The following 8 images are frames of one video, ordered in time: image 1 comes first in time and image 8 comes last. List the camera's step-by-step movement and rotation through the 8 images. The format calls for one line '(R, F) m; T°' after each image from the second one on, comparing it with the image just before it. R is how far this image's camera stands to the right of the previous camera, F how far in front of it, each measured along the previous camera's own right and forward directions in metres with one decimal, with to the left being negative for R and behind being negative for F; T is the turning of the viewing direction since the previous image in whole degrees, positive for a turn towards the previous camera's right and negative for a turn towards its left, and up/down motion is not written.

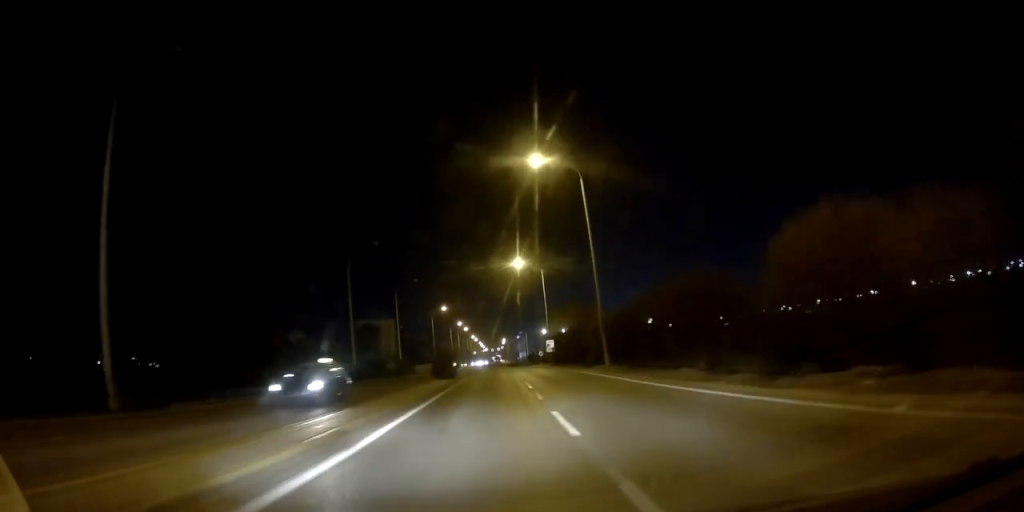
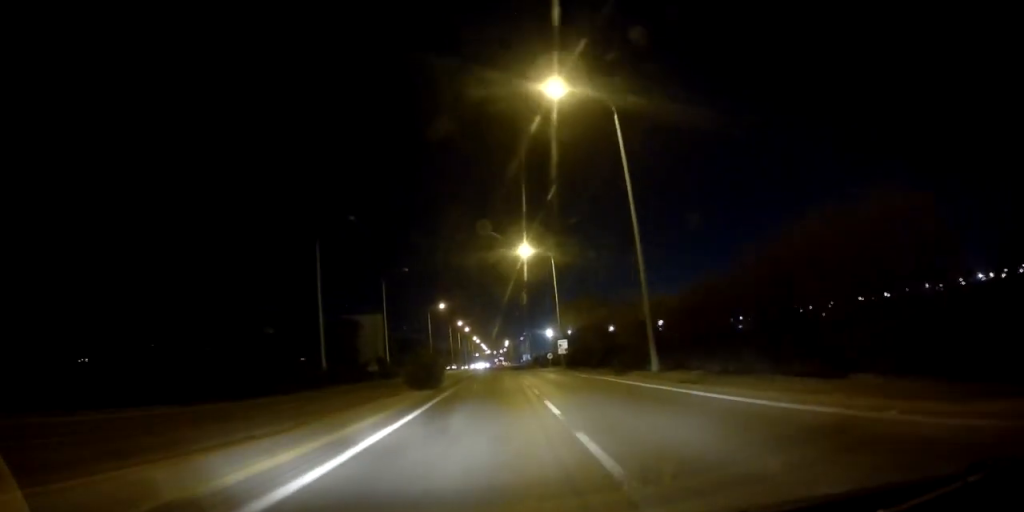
(+0.1, +10.1) m; 0°
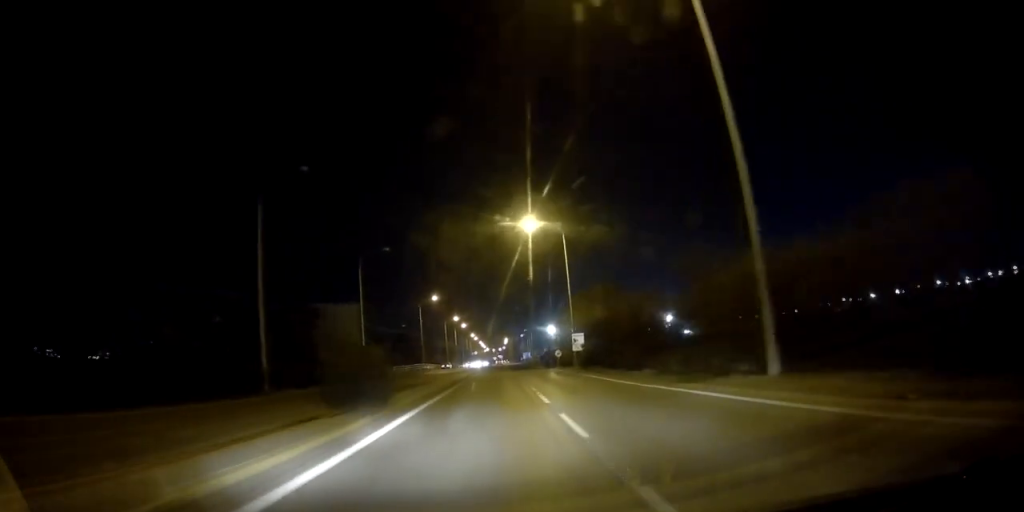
(+0.2, +11.1) m; +1°
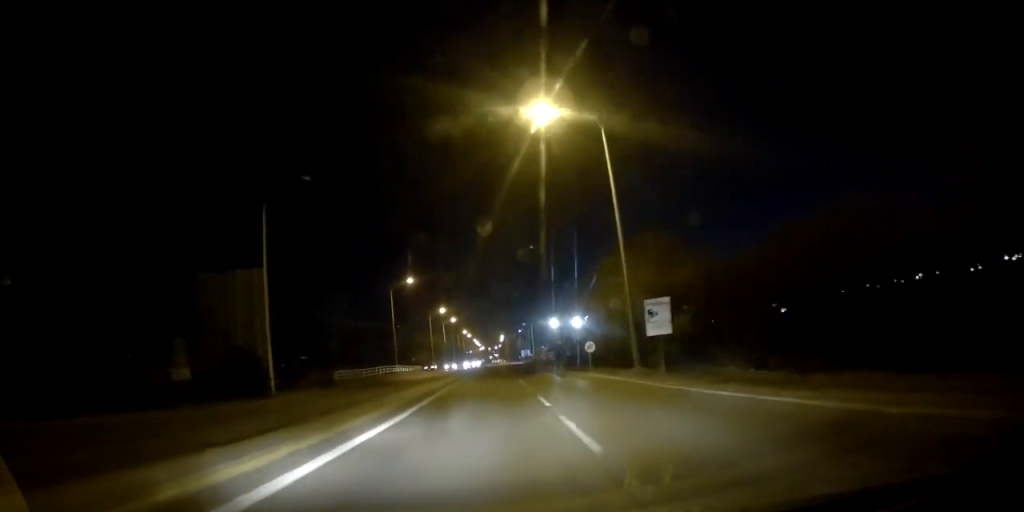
(0.0, +22.8) m; -2°
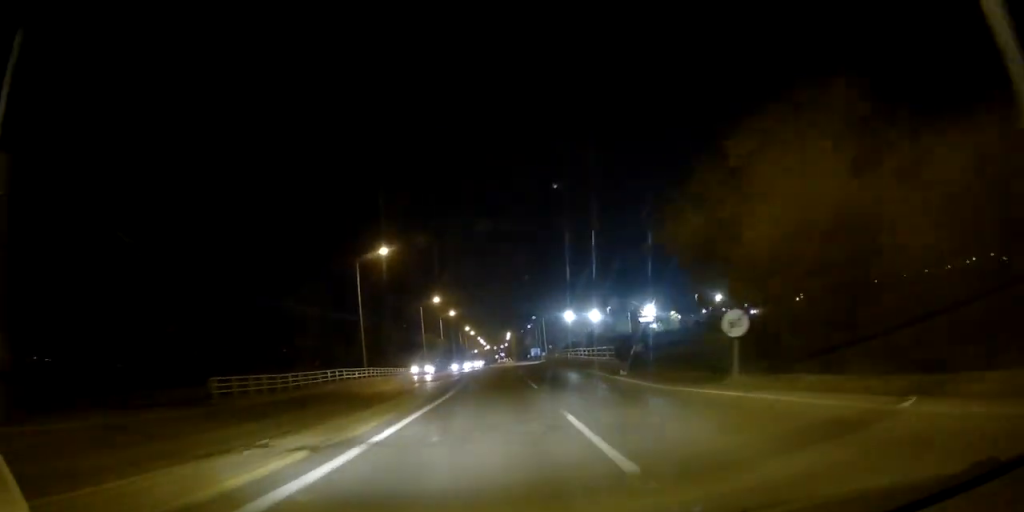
(-0.6, +22.6) m; 0°
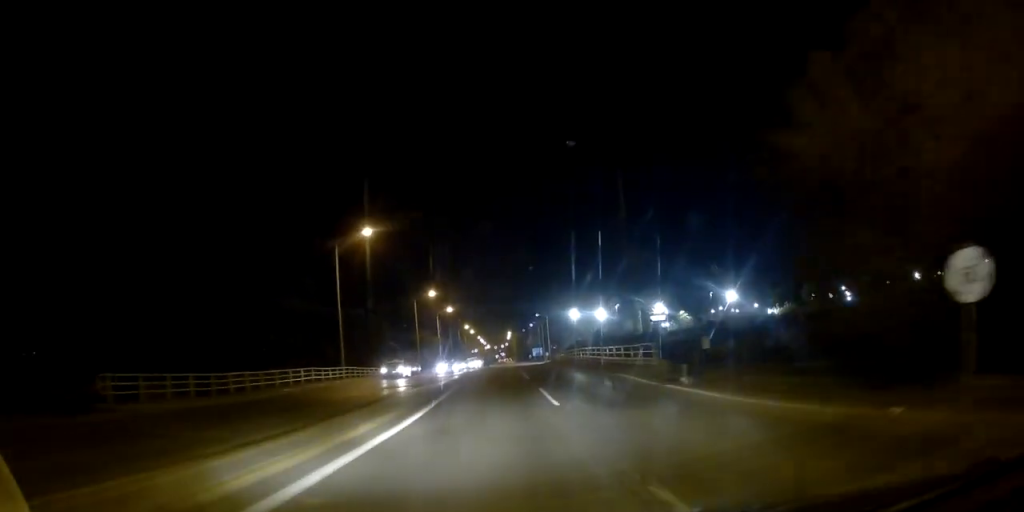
(+0.2, +9.0) m; +1°
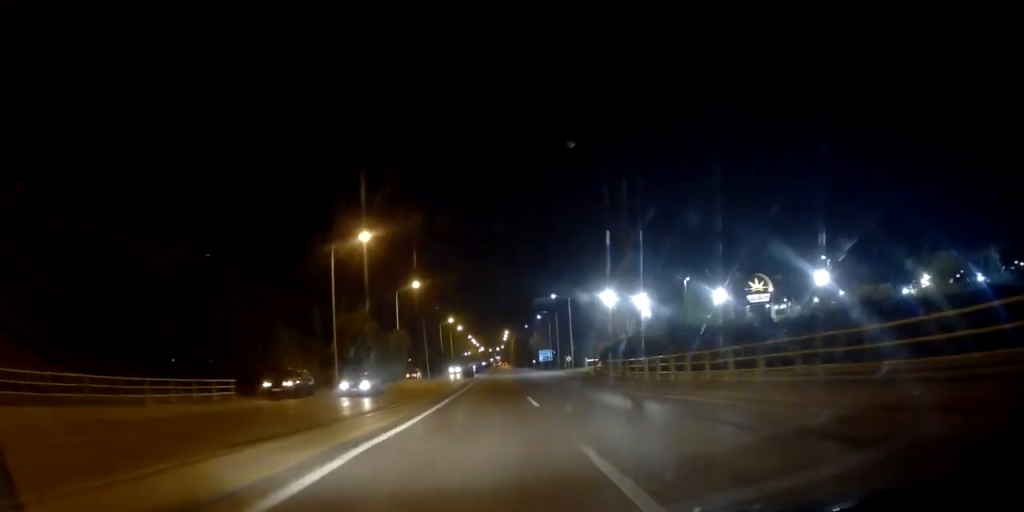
(+0.2, +42.2) m; -1°
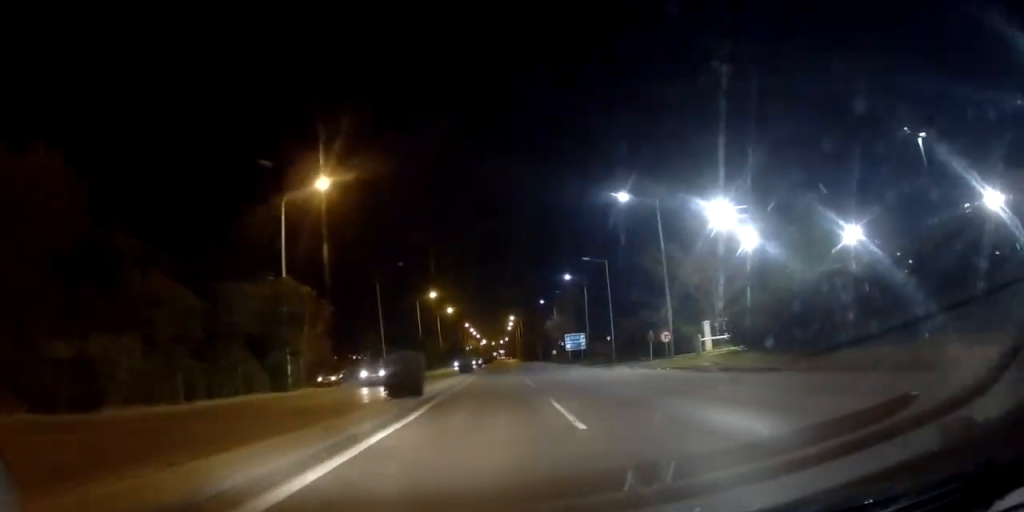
(+0.5, +43.8) m; +1°
